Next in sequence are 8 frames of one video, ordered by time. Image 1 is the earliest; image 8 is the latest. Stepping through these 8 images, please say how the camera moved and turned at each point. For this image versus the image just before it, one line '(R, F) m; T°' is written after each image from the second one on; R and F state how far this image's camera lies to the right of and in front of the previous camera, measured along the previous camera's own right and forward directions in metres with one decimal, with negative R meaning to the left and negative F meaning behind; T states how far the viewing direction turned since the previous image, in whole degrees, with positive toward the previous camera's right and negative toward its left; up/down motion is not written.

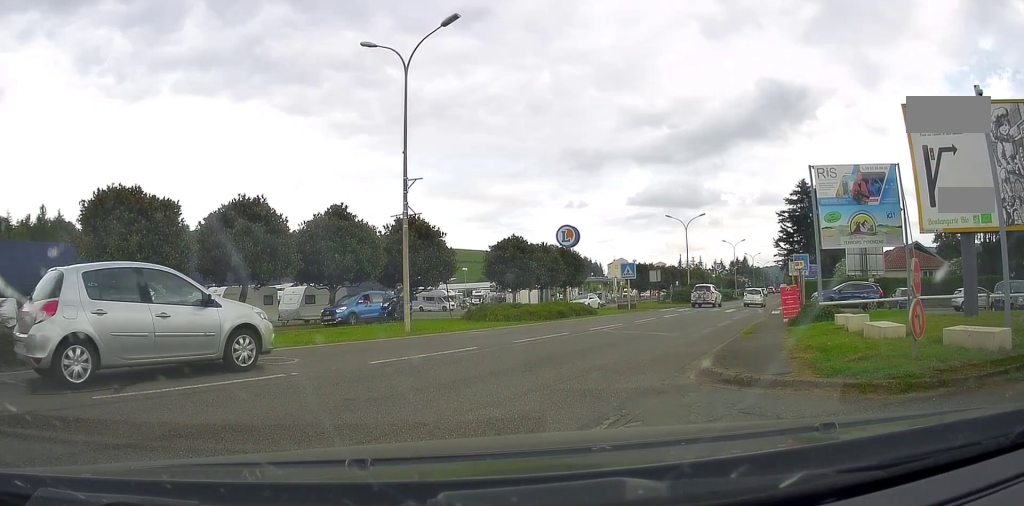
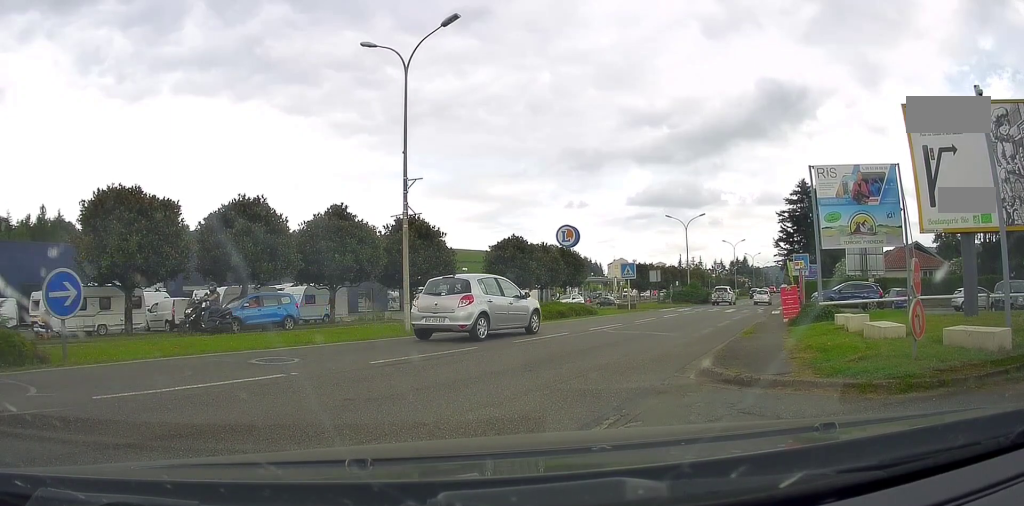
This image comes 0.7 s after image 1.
(0.0, 0.0) m; 0°
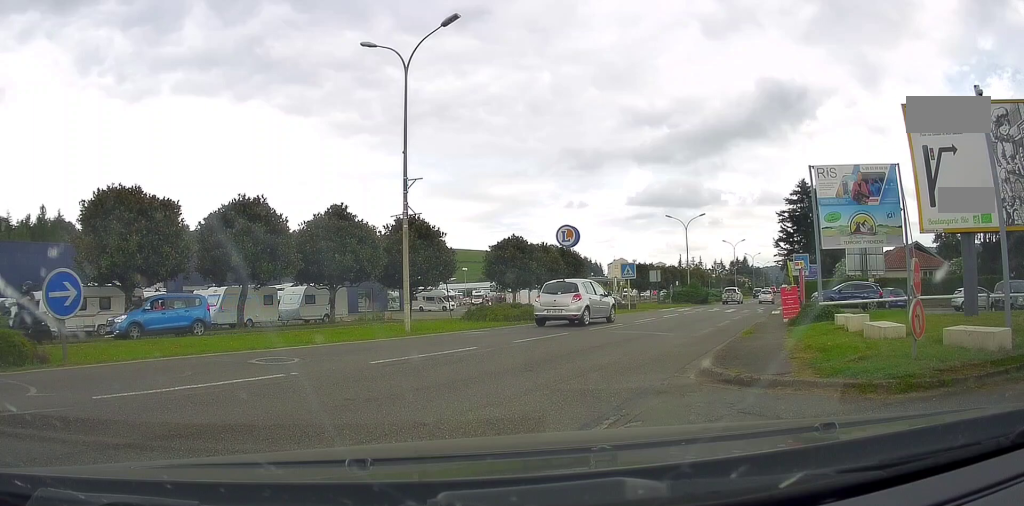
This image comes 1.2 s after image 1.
(0.0, 0.0) m; 0°
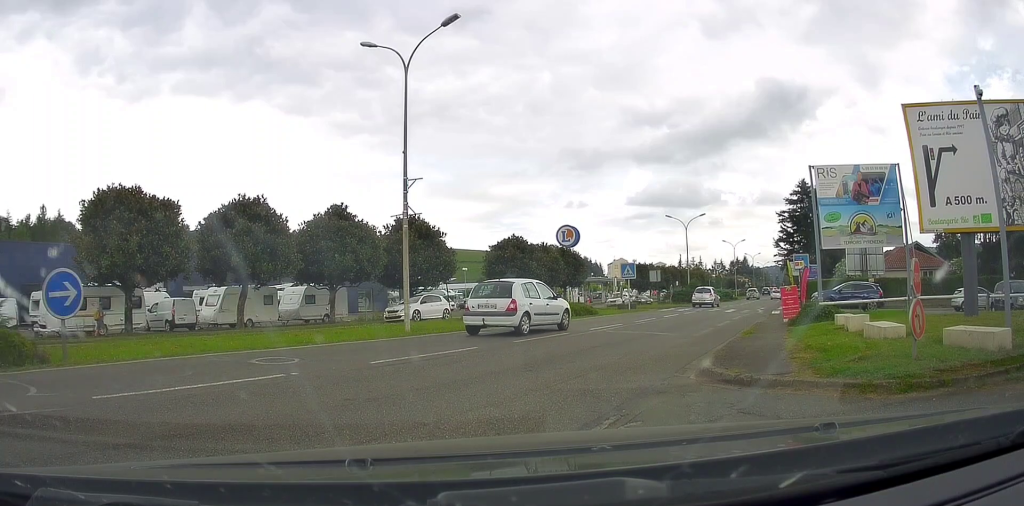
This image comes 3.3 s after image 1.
(0.0, 0.0) m; 0°
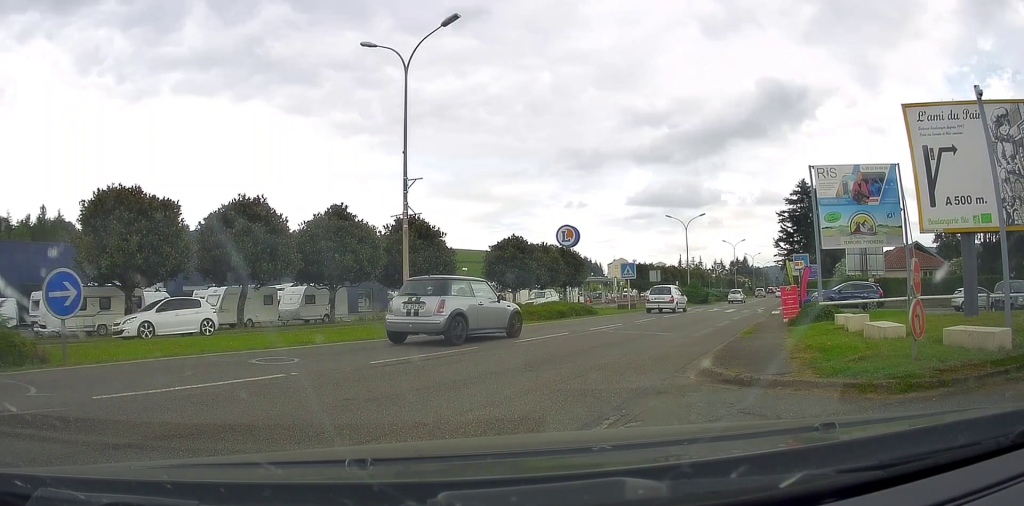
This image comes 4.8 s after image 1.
(0.0, 0.0) m; 0°
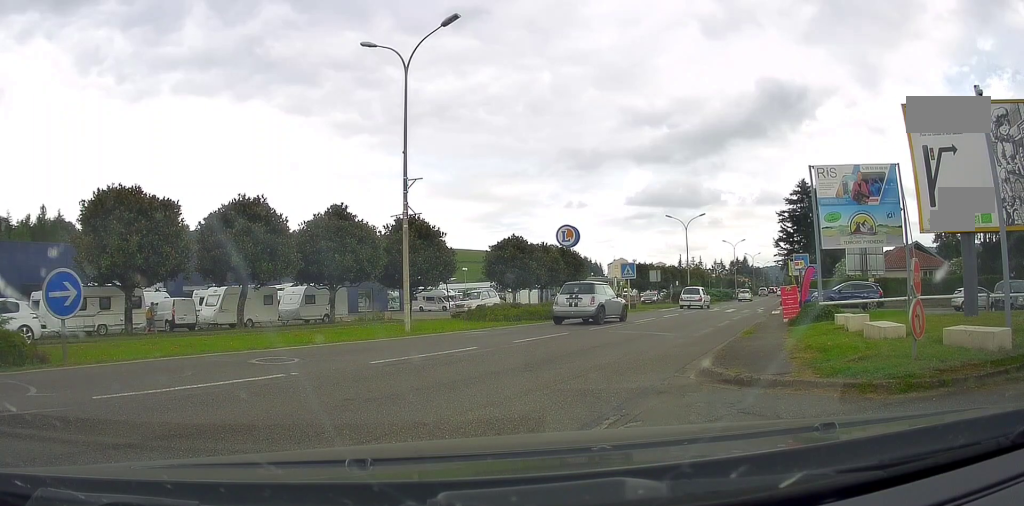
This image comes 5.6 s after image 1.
(0.0, 0.0) m; 0°
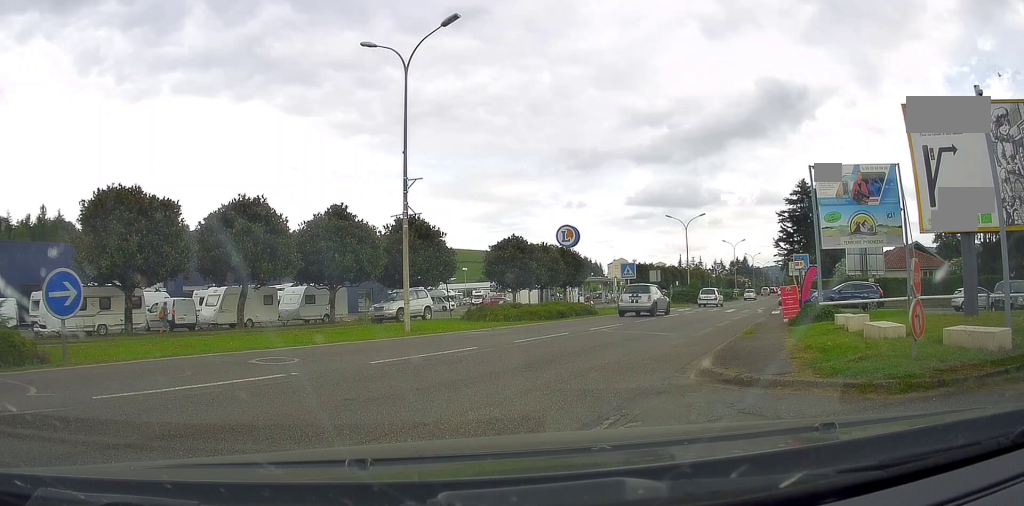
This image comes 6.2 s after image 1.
(0.0, 0.0) m; 0°
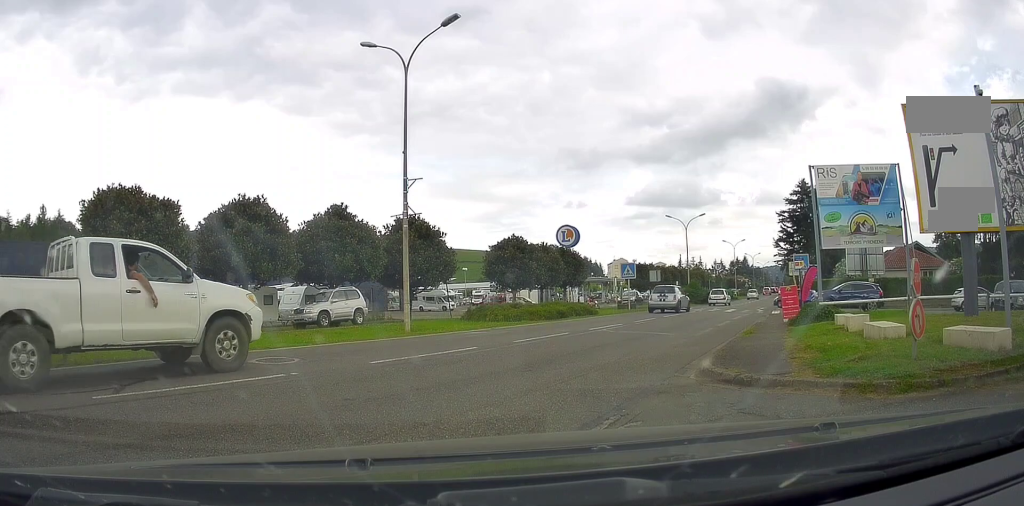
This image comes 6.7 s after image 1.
(0.0, 0.0) m; 0°
